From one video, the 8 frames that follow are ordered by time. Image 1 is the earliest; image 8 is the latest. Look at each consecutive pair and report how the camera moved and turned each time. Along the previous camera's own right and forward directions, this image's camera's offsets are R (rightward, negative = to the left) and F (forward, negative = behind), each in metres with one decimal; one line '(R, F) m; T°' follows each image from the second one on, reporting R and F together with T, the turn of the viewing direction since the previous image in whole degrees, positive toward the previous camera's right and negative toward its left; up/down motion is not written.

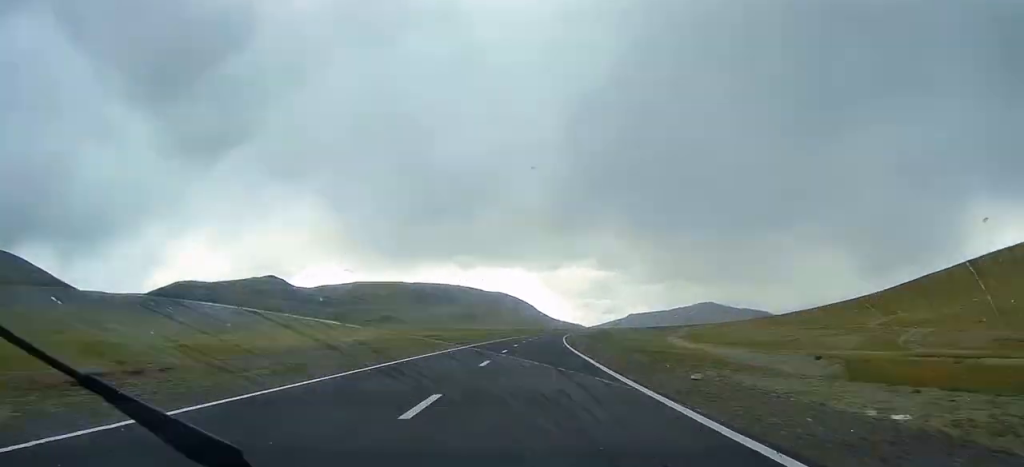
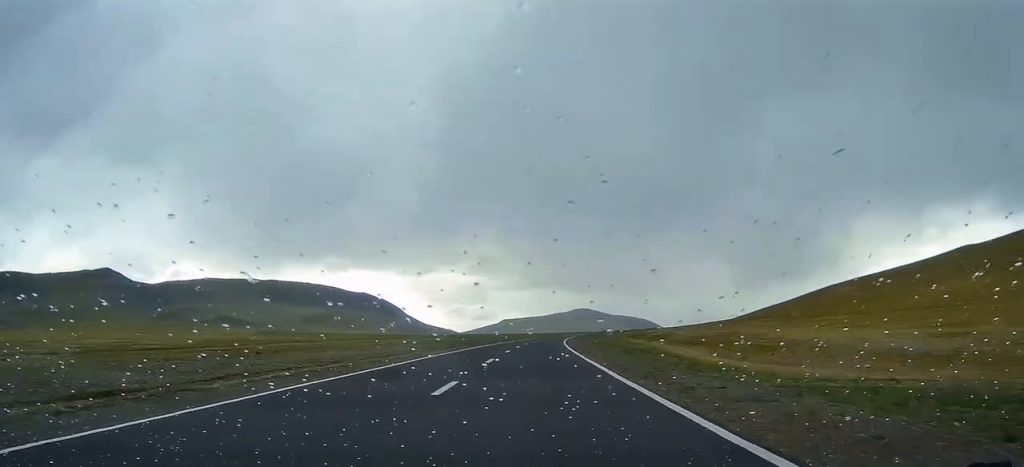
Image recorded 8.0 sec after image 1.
(+17.2, +209.7) m; +8°
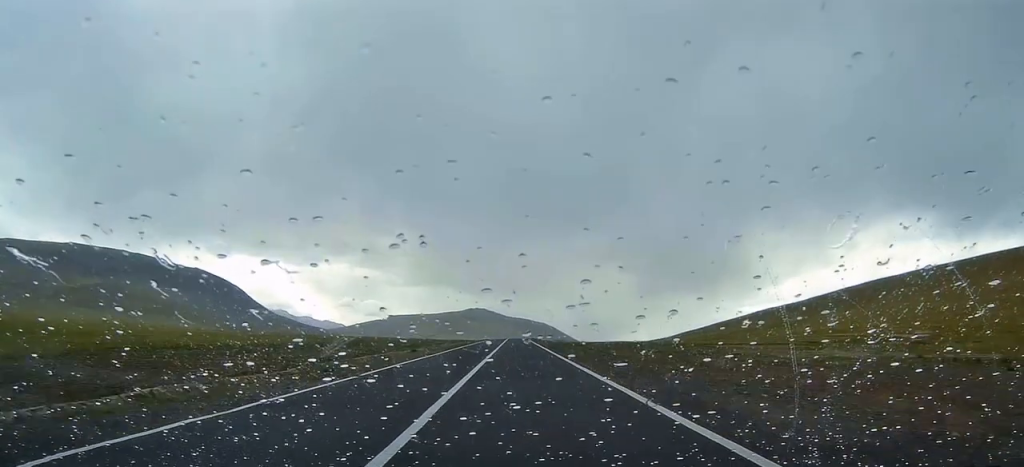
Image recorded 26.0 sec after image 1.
(+34.5, +482.7) m; +4°
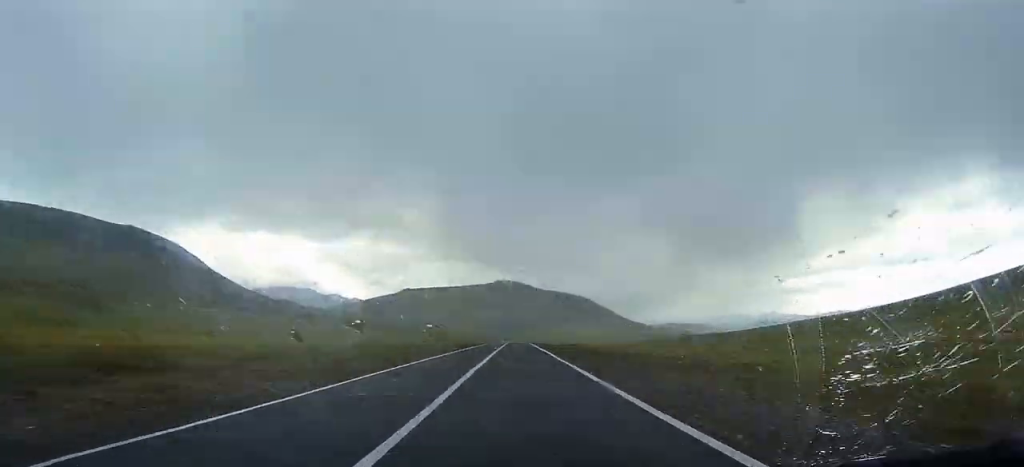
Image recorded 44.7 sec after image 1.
(-11.3, +505.6) m; -2°
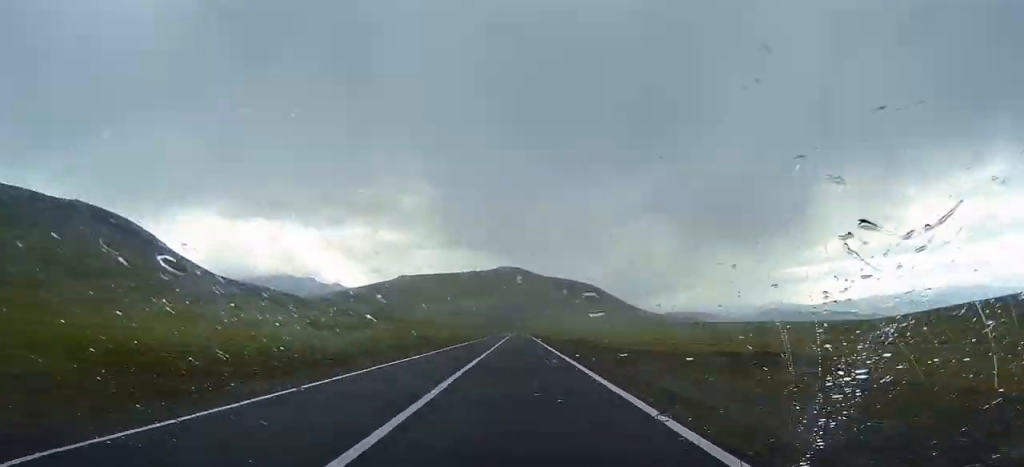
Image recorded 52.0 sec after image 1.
(-0.8, +200.3) m; -1°
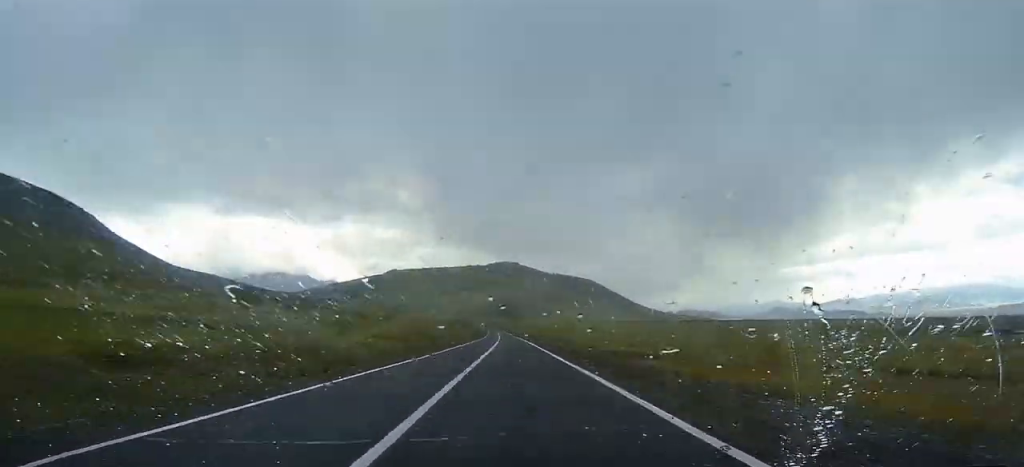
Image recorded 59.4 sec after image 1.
(-1.9, +198.2) m; -1°
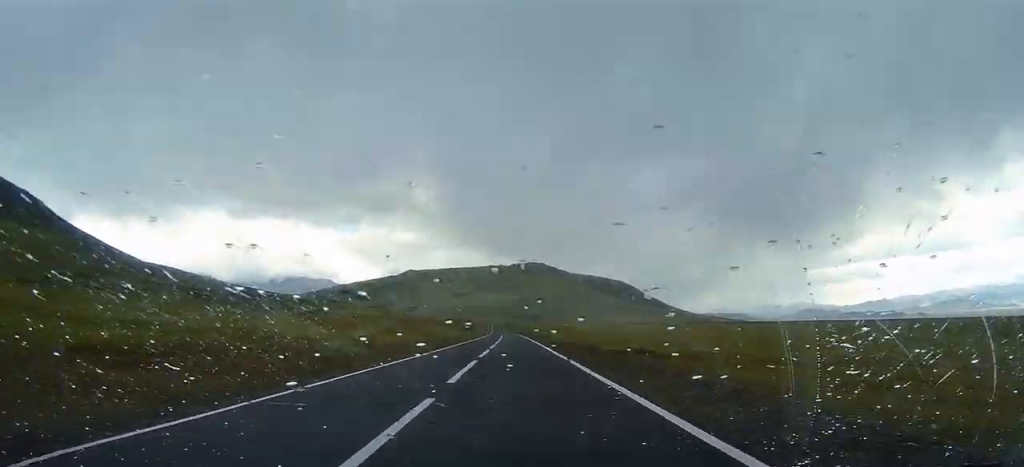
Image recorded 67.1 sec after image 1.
(-2.3, +202.3) m; -1°
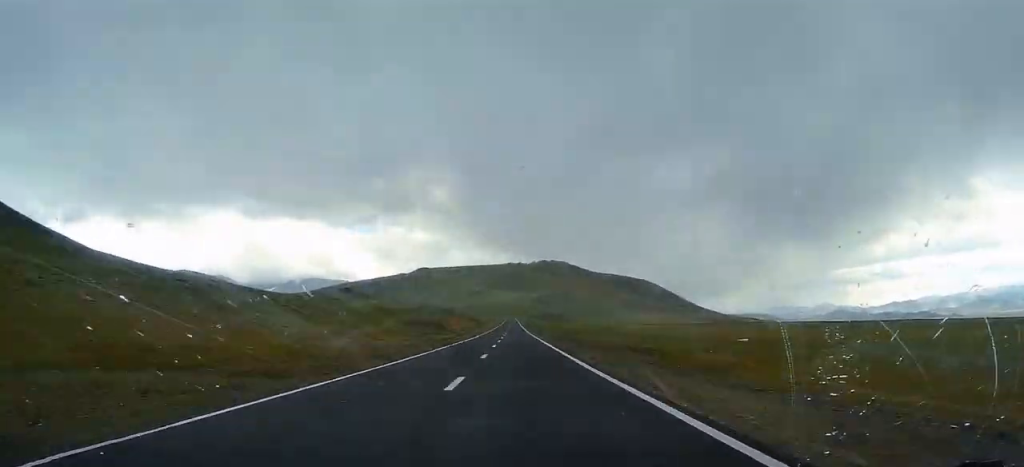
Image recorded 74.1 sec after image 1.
(-2.2, +177.9) m; -1°
